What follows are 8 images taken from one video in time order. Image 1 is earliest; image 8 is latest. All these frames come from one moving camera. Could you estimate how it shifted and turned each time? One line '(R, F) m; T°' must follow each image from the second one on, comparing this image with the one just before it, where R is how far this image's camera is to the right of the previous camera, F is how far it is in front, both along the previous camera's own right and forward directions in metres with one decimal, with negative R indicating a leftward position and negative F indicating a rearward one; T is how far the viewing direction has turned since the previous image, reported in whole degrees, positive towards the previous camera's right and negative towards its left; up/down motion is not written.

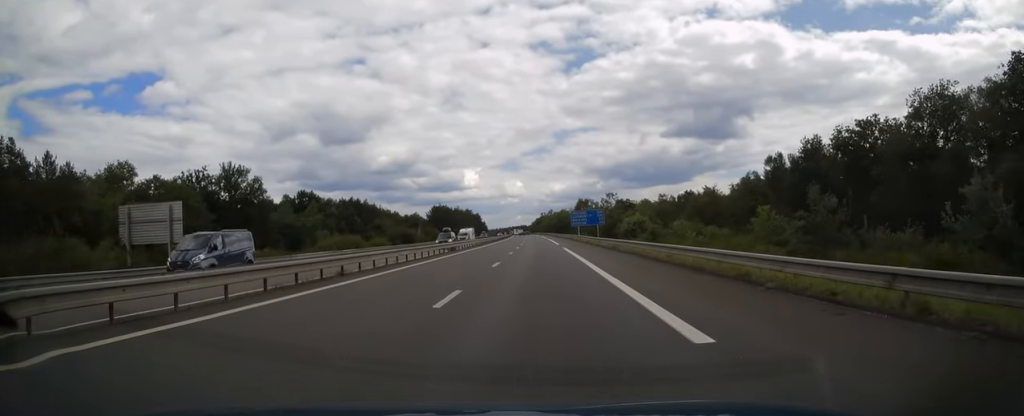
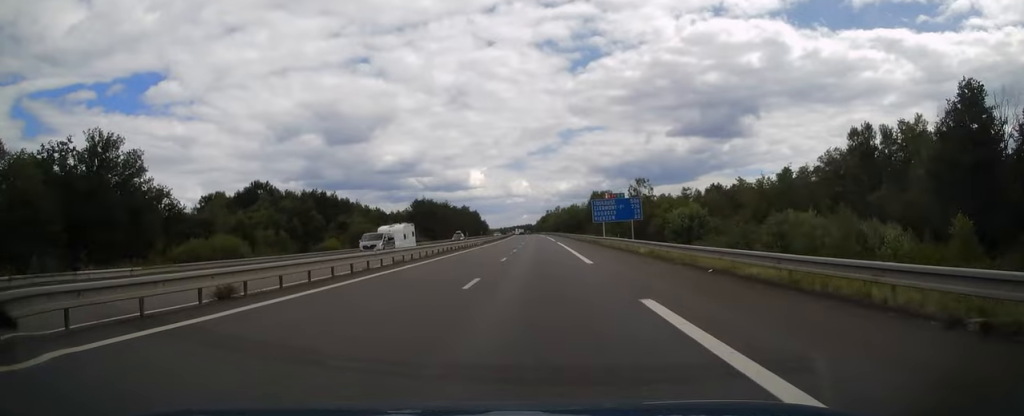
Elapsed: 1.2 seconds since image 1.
(-0.3, +35.2) m; 0°
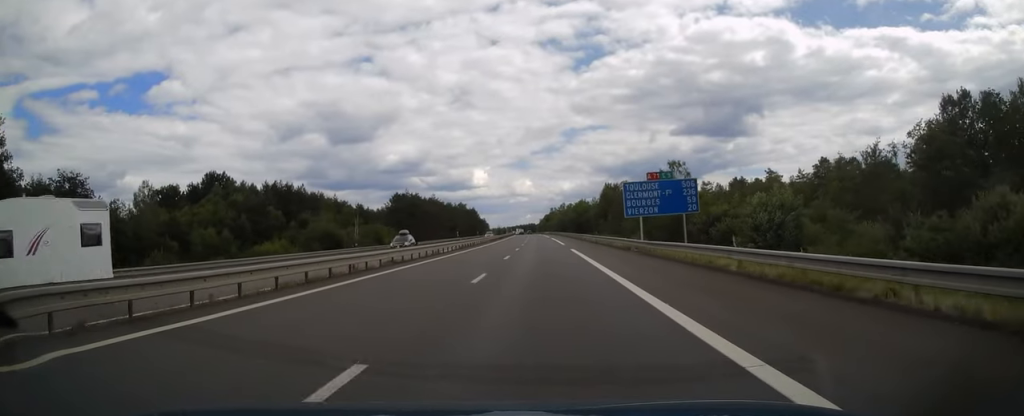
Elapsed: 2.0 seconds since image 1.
(0.0, +24.4) m; 0°
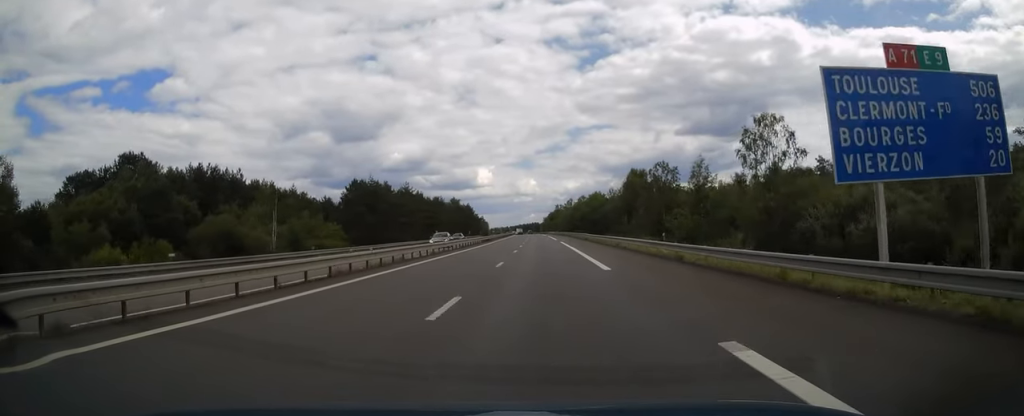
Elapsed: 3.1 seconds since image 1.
(-0.1, +32.3) m; -1°
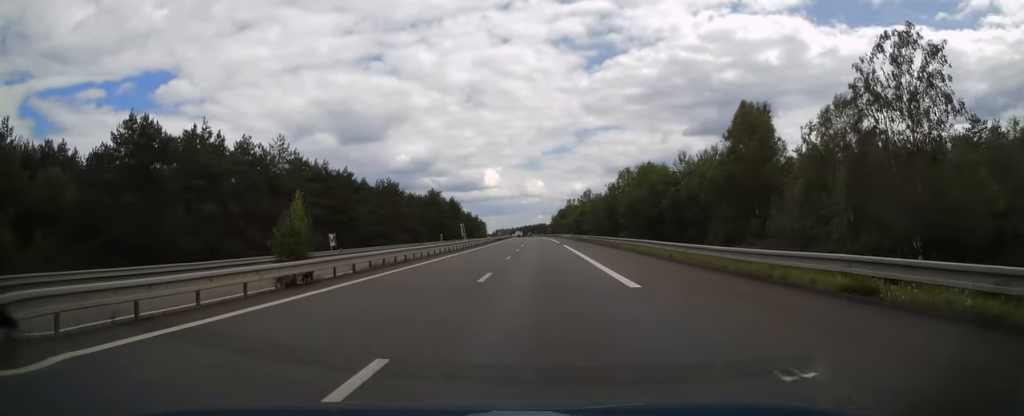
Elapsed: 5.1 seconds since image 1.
(-0.5, +57.6) m; -1°
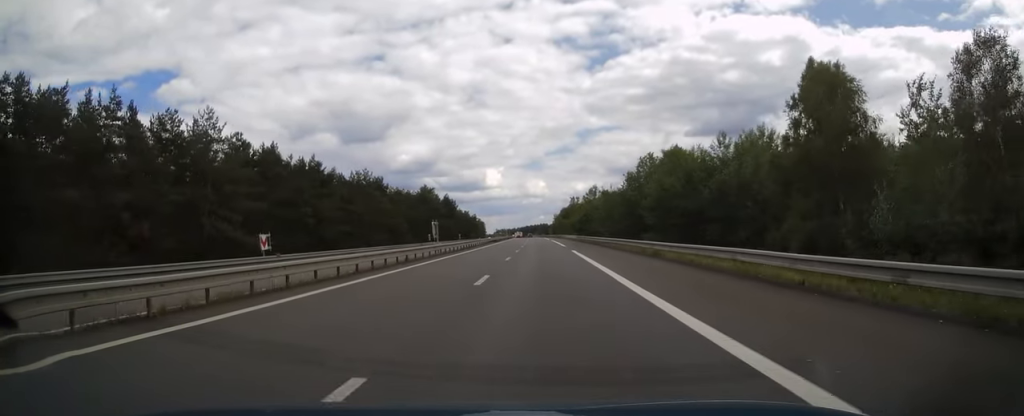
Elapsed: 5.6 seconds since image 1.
(0.0, +13.7) m; 0°
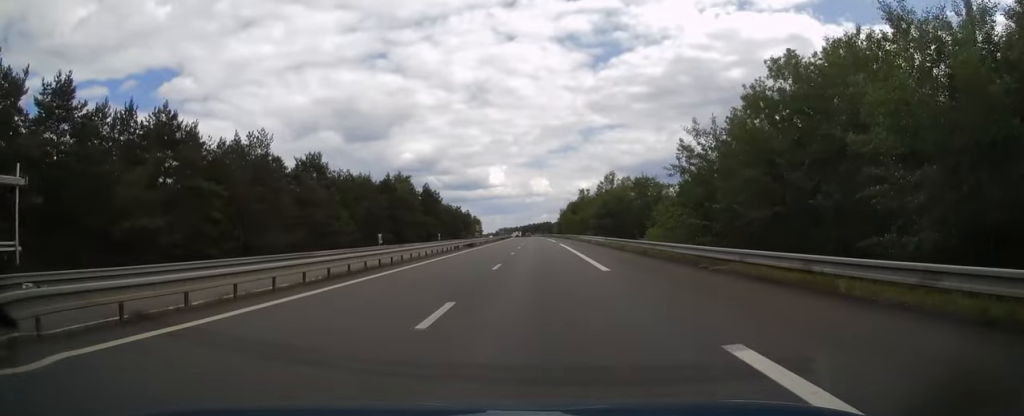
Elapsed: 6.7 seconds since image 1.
(-0.2, +32.7) m; -1°
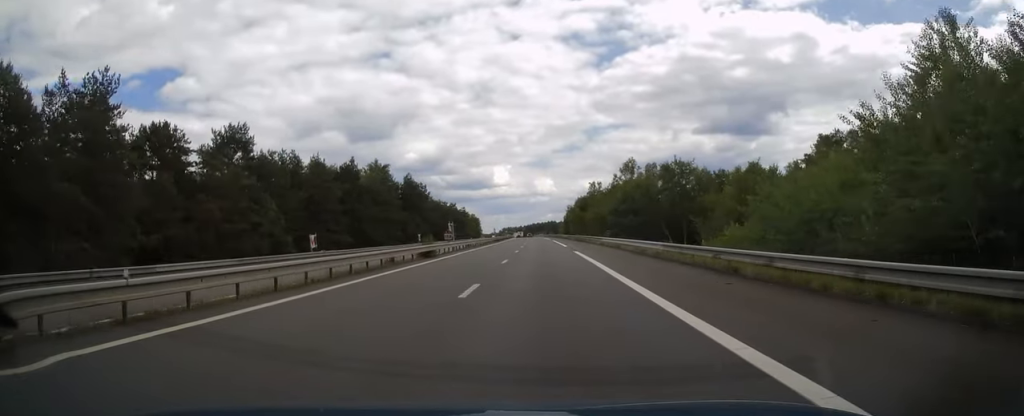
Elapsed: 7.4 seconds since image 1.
(-0.2, +21.9) m; 0°
